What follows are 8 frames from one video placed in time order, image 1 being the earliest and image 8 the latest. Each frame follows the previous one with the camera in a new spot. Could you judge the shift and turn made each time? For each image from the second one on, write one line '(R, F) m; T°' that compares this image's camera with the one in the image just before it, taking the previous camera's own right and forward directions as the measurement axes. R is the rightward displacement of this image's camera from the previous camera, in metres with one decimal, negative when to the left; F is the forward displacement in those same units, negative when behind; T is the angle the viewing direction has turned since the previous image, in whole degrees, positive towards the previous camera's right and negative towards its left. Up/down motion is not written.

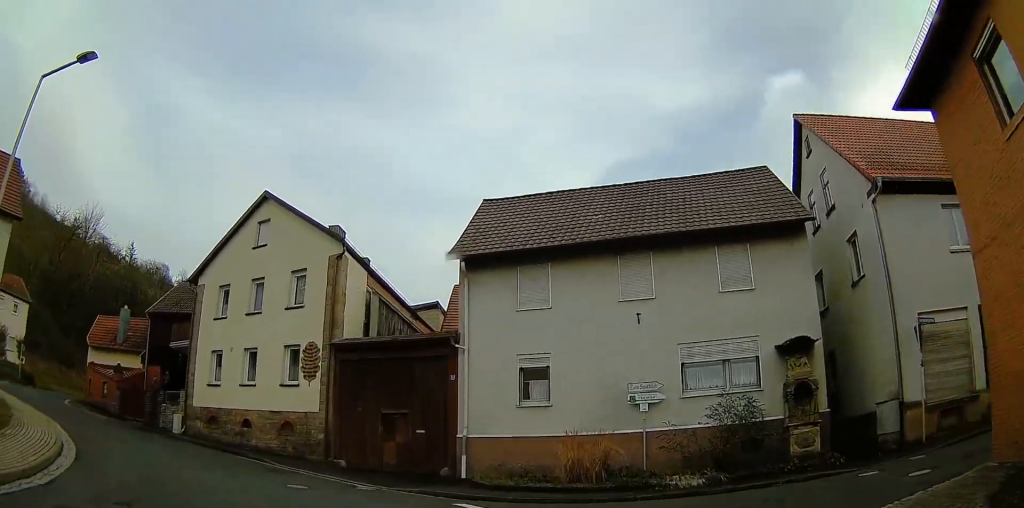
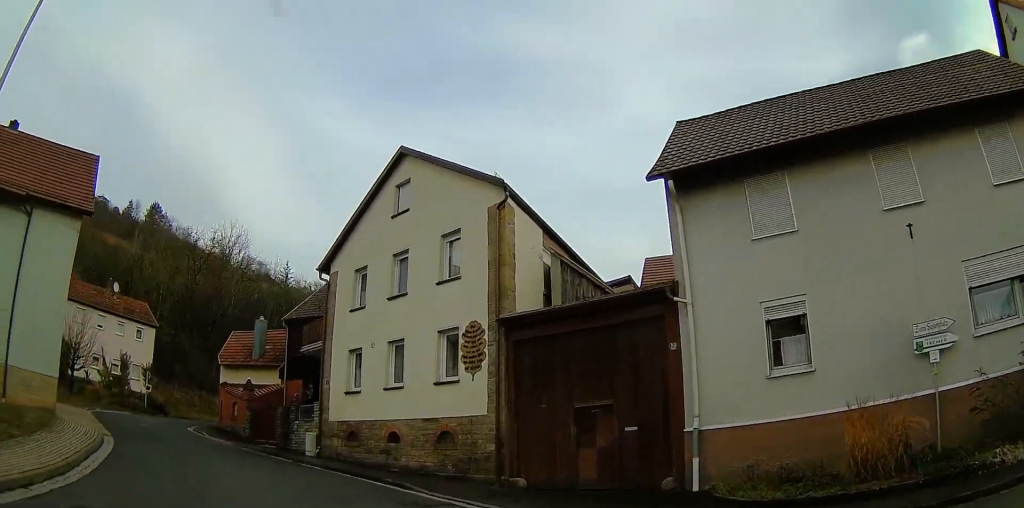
(-1.1, +5.6) m; -18°
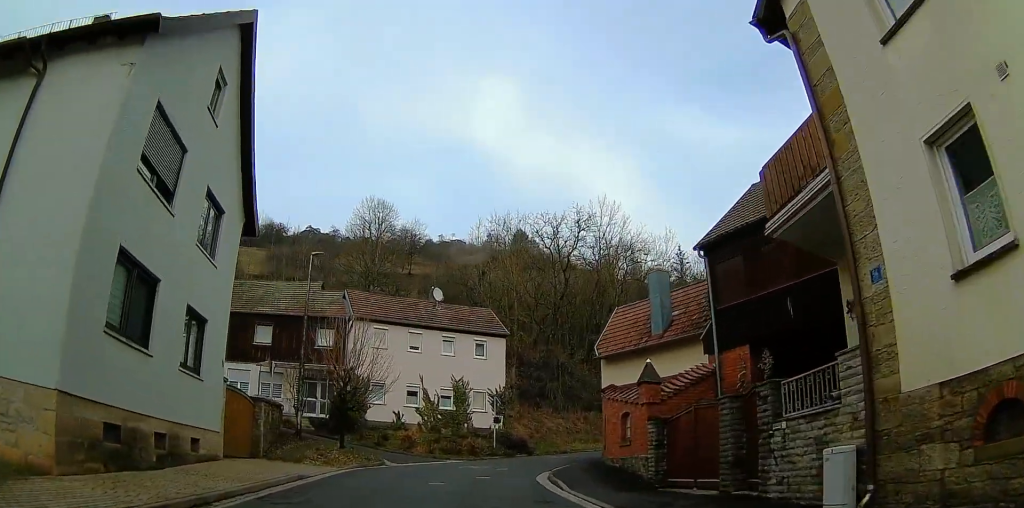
(-4.1, +13.5) m; -21°
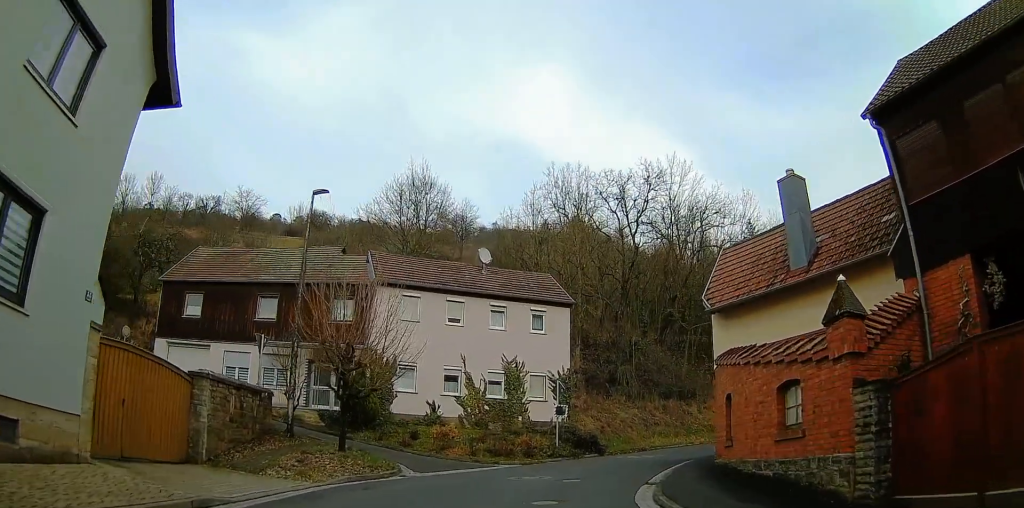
(0.0, +6.8) m; 0°
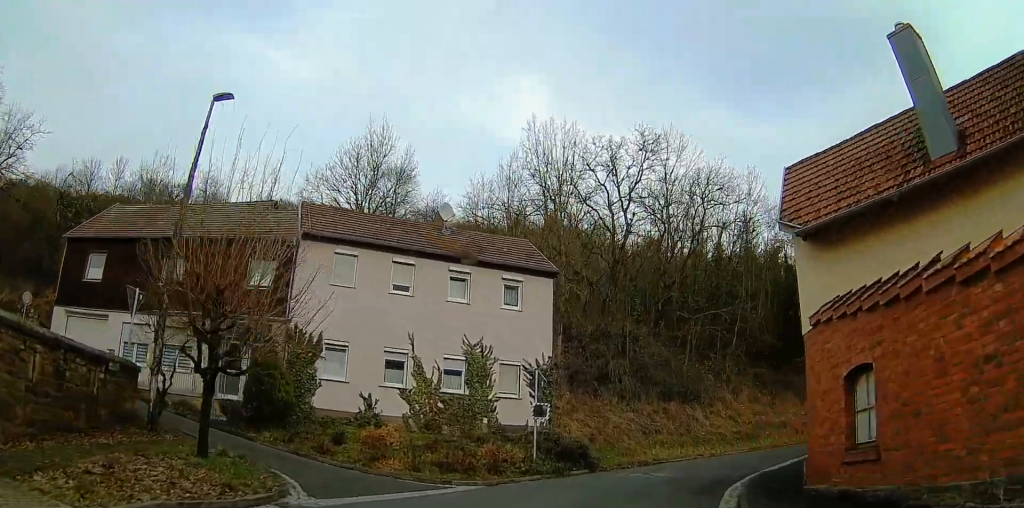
(0.0, +6.4) m; 0°
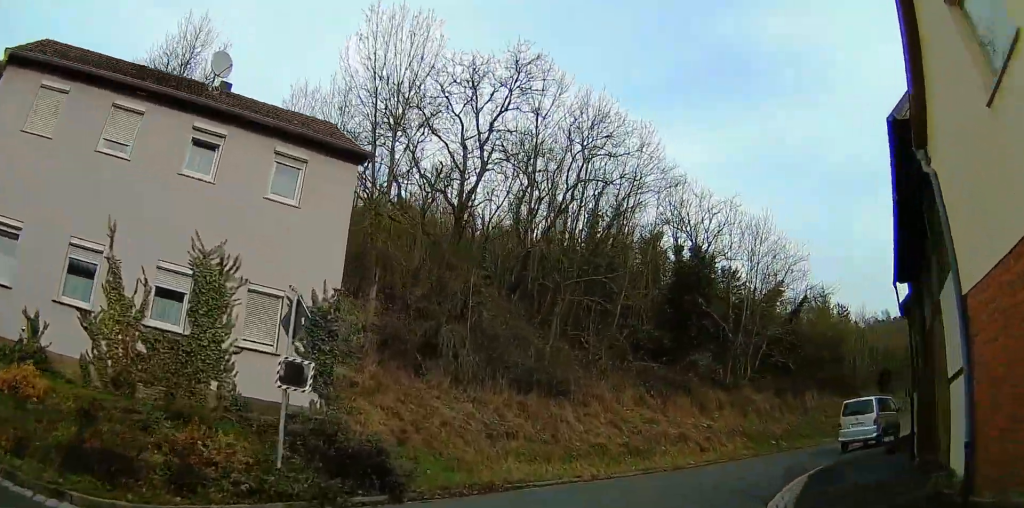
(0.0, +8.9) m; 0°
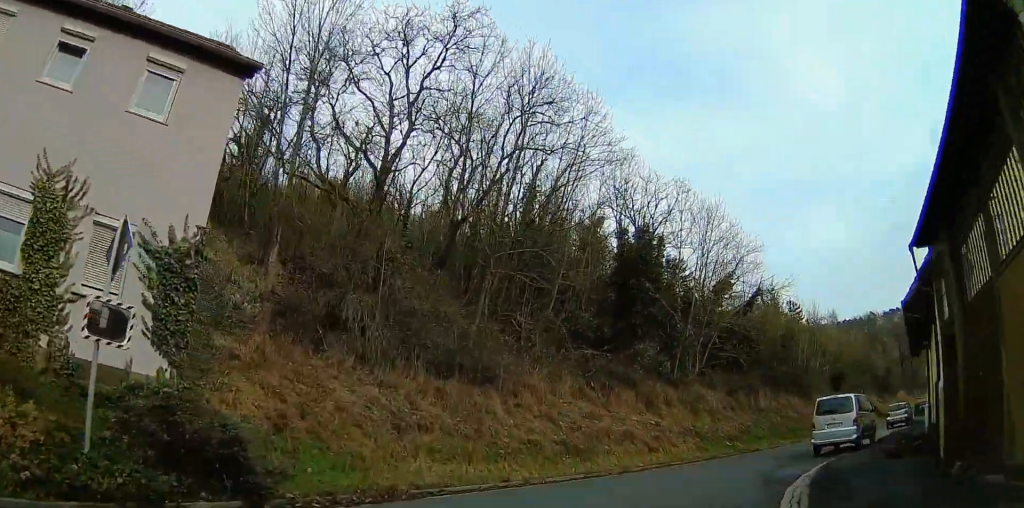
(0.0, +3.0) m; 0°
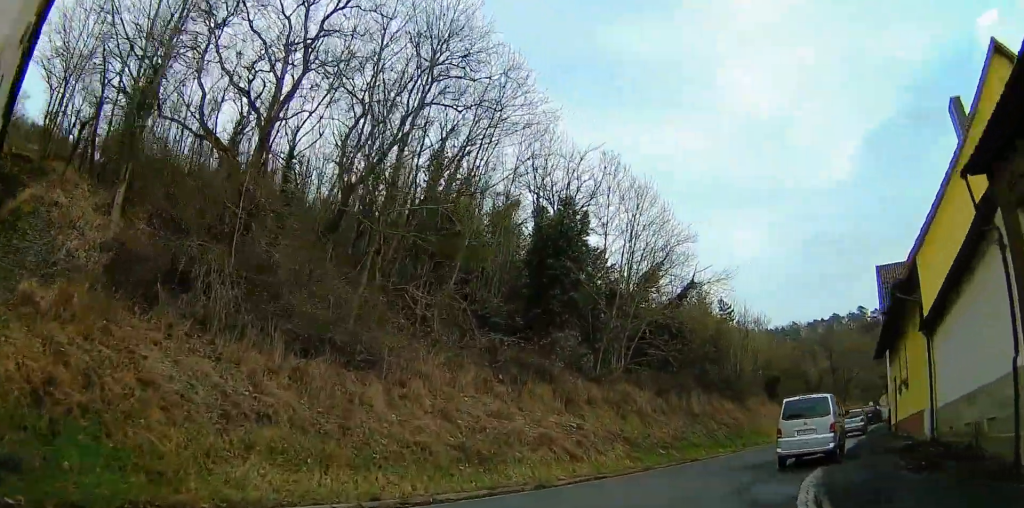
(0.0, +4.0) m; 0°
